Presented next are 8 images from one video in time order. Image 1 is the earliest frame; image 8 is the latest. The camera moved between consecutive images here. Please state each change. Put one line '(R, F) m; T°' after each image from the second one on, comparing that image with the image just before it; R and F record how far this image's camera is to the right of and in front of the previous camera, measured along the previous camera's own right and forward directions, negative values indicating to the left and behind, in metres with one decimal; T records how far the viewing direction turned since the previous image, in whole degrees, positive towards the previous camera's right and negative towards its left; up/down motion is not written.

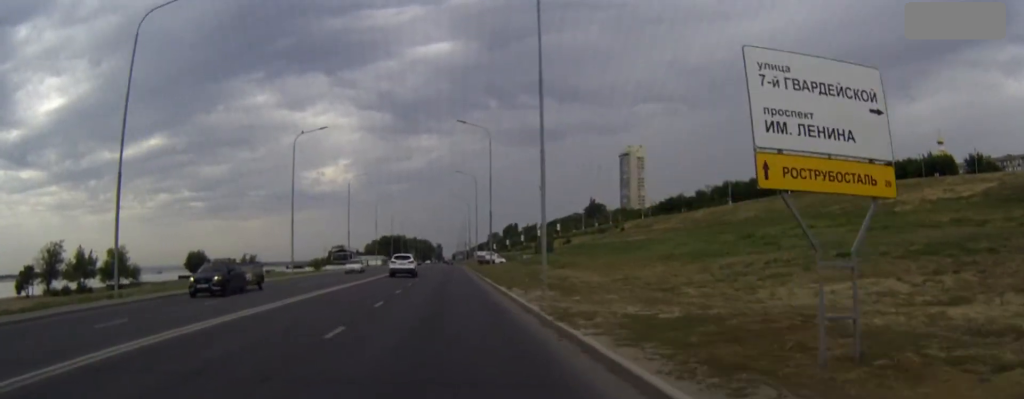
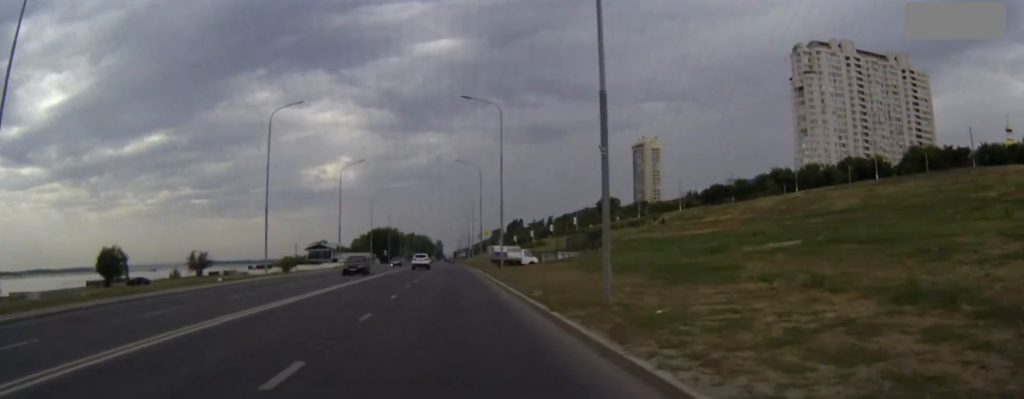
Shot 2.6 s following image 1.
(-0.2, +45.2) m; 0°
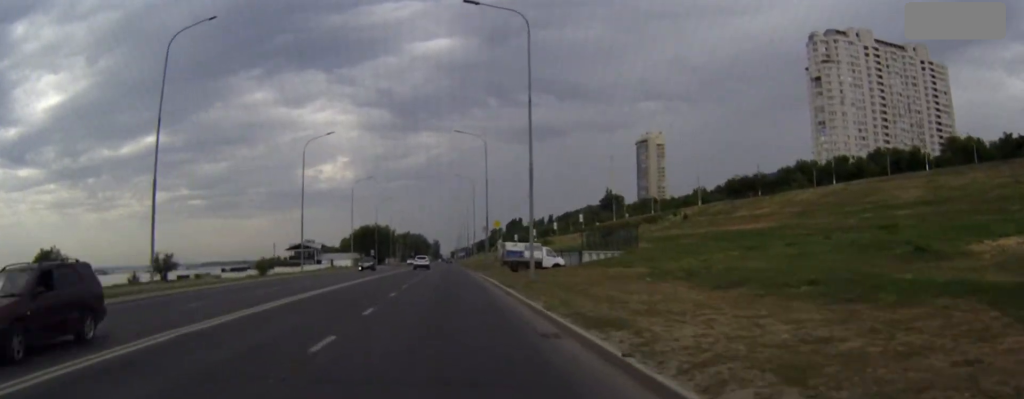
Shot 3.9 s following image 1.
(0.0, +20.9) m; 0°
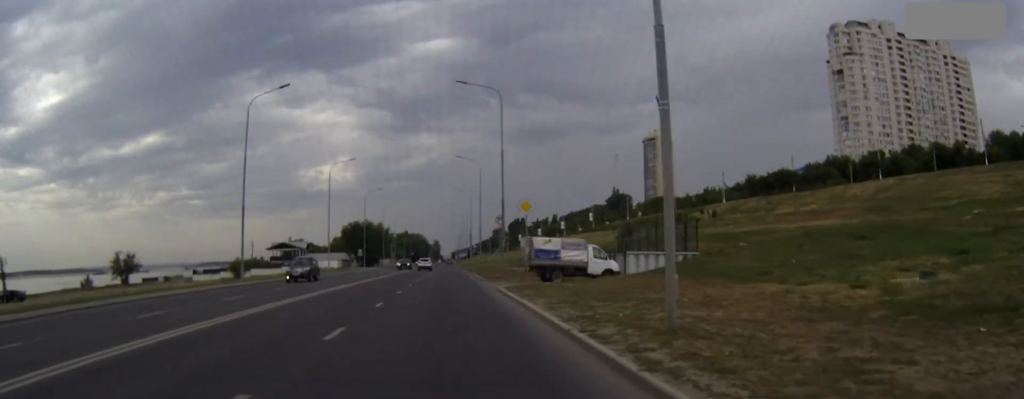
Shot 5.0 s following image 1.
(0.0, +19.7) m; 0°
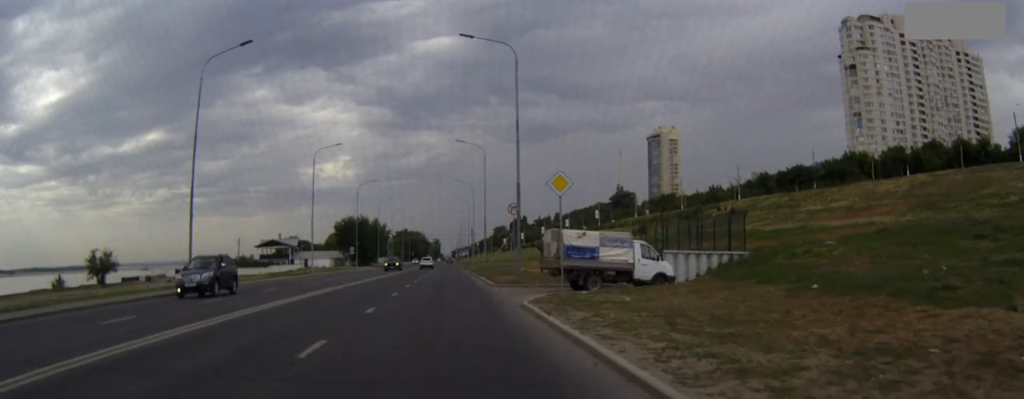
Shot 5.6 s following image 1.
(0.0, +10.1) m; 0°
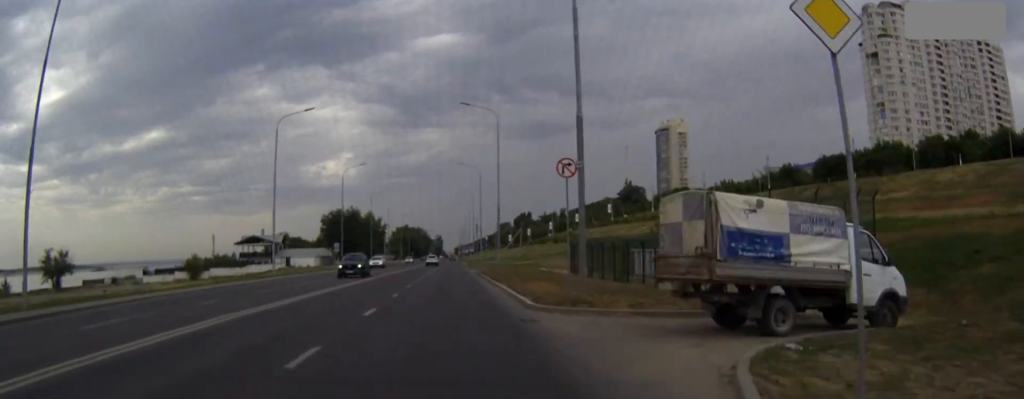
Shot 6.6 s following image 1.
(0.0, +16.9) m; 0°
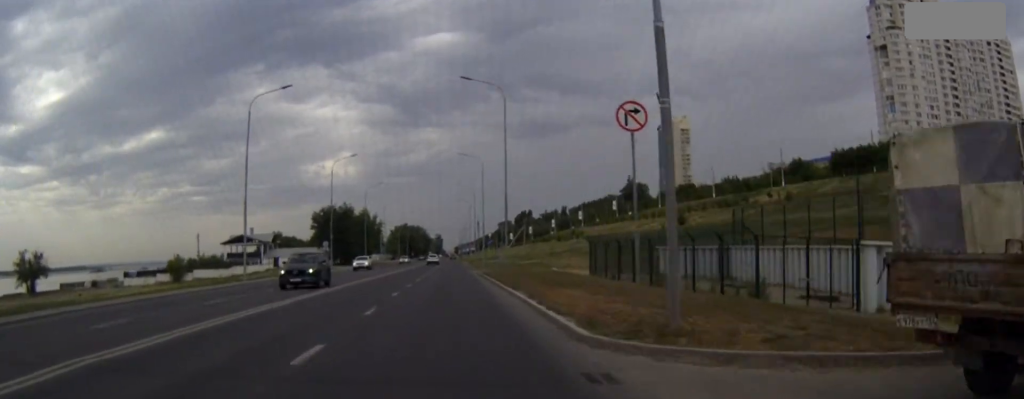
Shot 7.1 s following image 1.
(0.0, +7.9) m; 0°
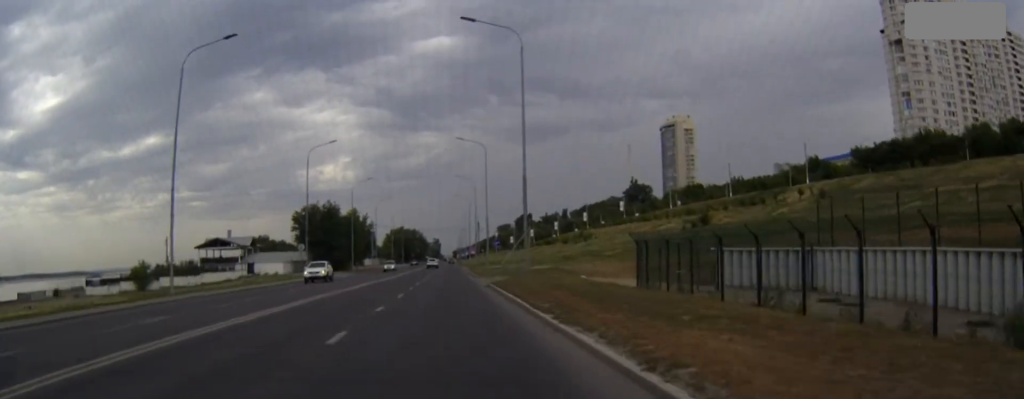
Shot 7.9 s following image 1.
(0.0, +12.9) m; 0°
